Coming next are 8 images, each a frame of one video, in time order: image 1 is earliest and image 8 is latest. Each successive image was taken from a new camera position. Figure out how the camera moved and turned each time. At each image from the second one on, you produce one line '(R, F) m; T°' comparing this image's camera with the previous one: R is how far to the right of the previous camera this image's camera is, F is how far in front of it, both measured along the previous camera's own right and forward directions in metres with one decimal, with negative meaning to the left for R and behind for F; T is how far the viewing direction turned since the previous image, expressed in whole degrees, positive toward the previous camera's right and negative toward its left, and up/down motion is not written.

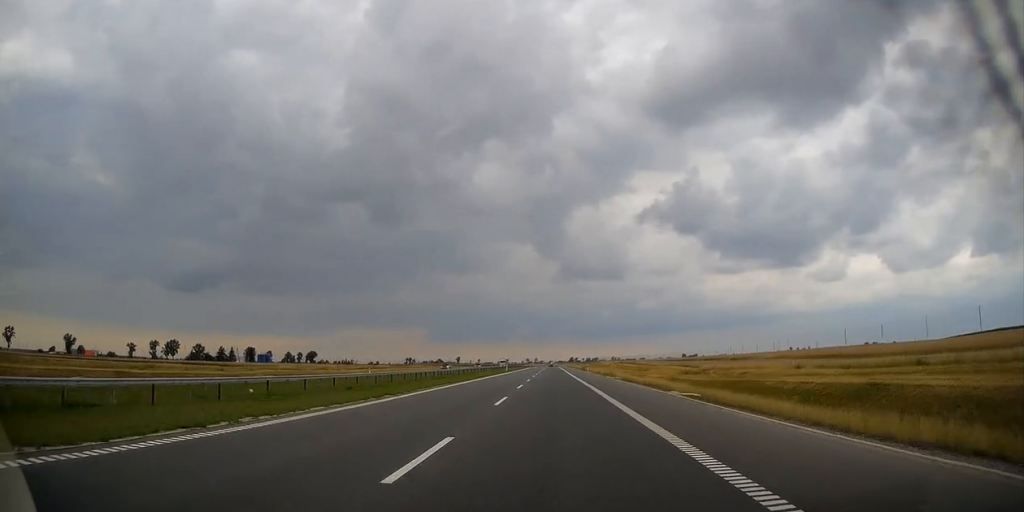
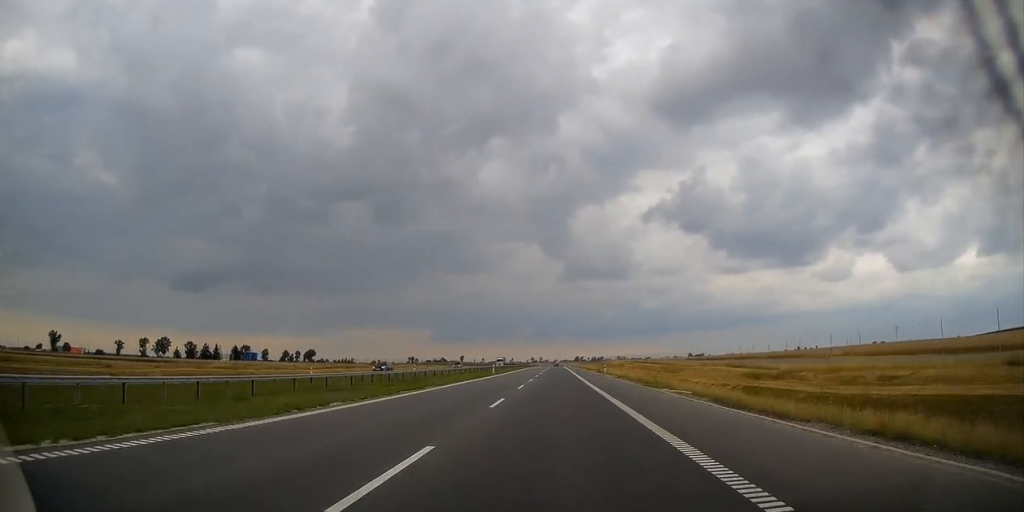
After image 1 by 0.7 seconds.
(0.0, +25.3) m; 0°
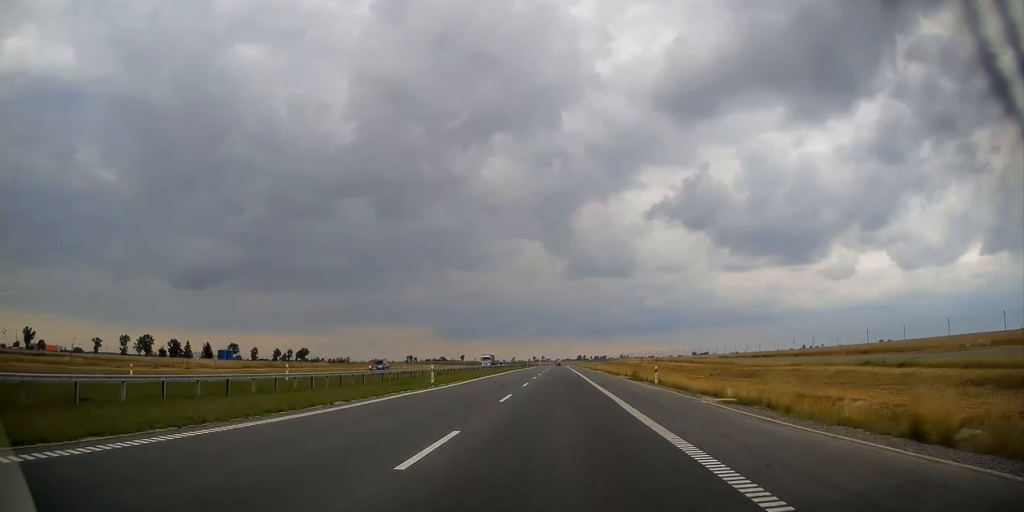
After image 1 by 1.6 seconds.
(-0.1, +34.1) m; 0°
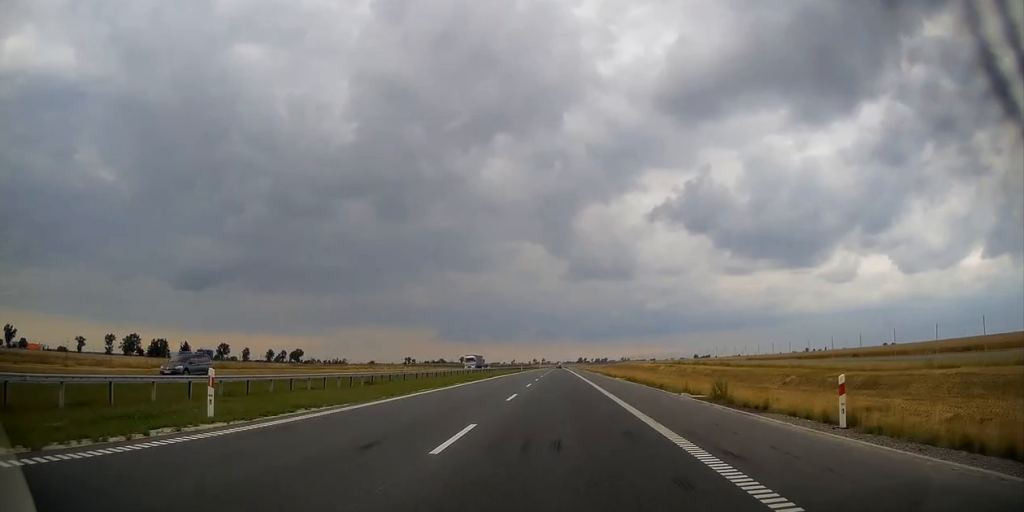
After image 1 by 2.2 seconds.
(0.0, +22.7) m; 0°
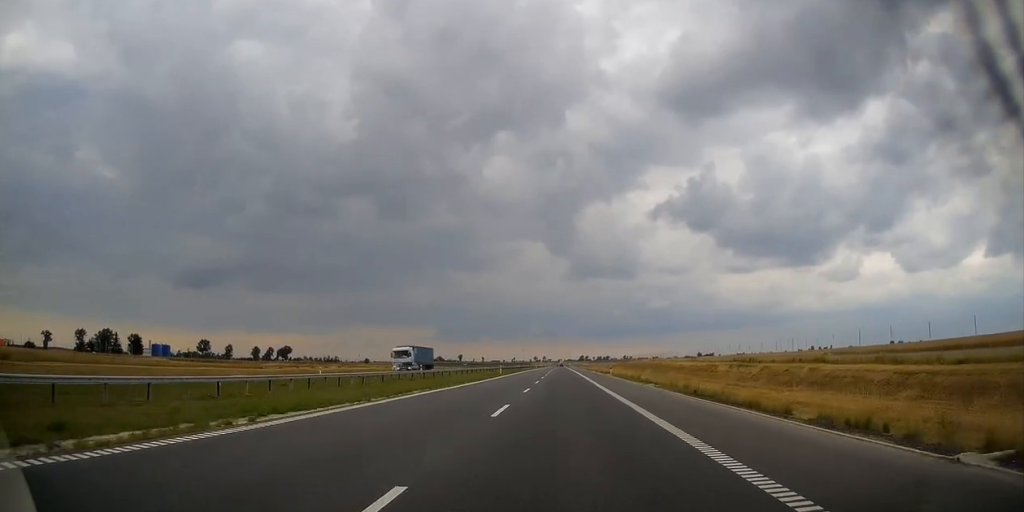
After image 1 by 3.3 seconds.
(-0.1, +42.7) m; 0°
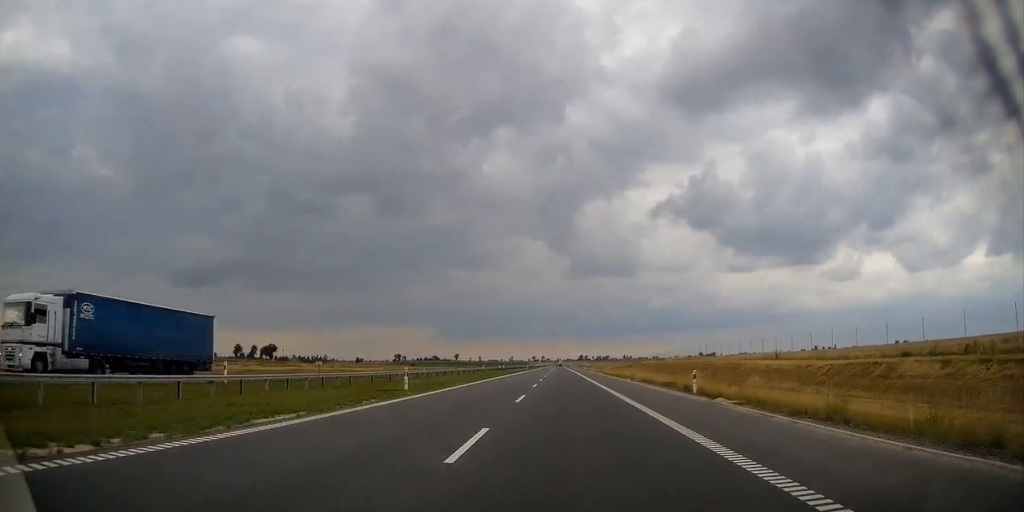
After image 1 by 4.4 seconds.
(0.0, +42.7) m; 0°
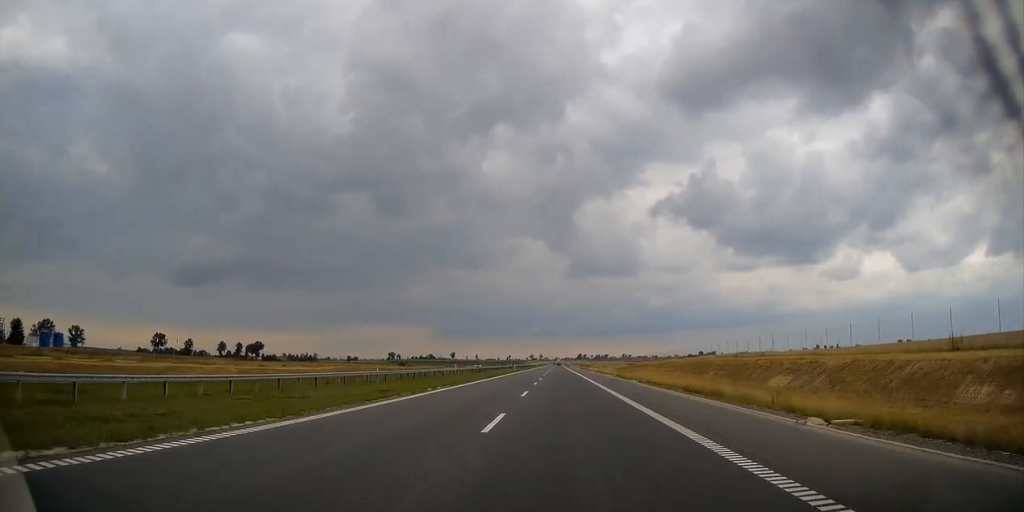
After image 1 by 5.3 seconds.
(0.0, +32.7) m; 0°
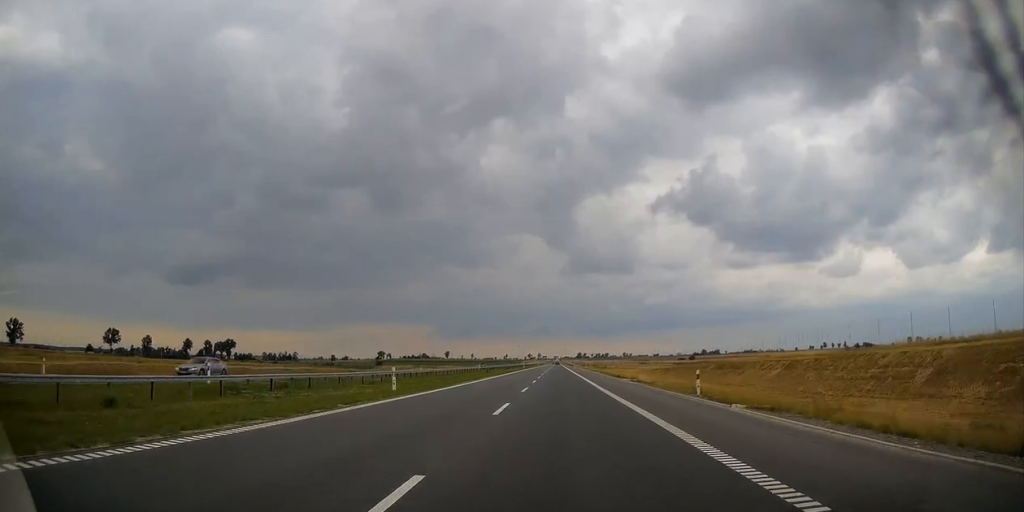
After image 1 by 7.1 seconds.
(+0.1, +68.5) m; 0°
